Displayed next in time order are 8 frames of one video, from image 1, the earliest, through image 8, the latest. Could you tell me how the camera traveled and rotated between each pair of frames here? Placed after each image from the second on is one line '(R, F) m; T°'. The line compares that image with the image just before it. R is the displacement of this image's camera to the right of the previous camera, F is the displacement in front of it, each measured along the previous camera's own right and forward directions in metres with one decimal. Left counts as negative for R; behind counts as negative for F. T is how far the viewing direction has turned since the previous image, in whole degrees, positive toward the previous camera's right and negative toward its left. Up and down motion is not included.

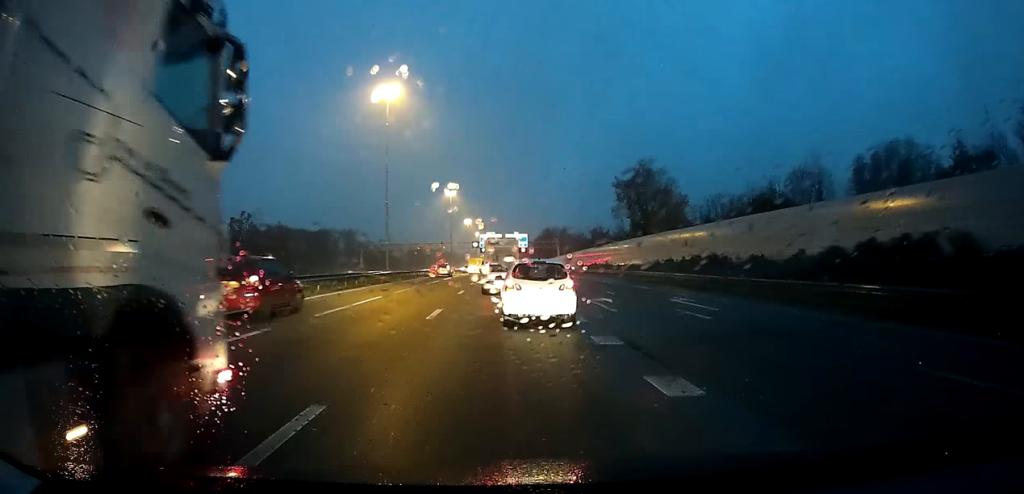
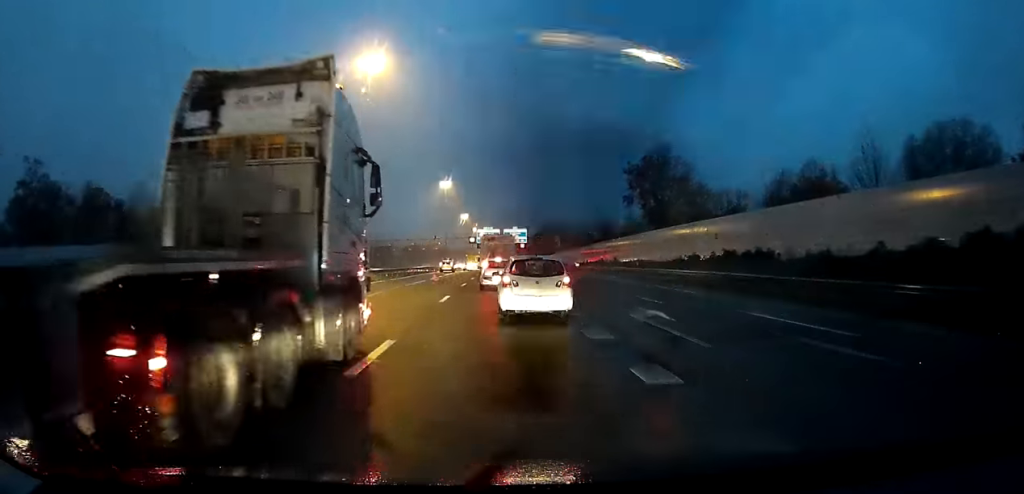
(0.0, +8.2) m; 0°
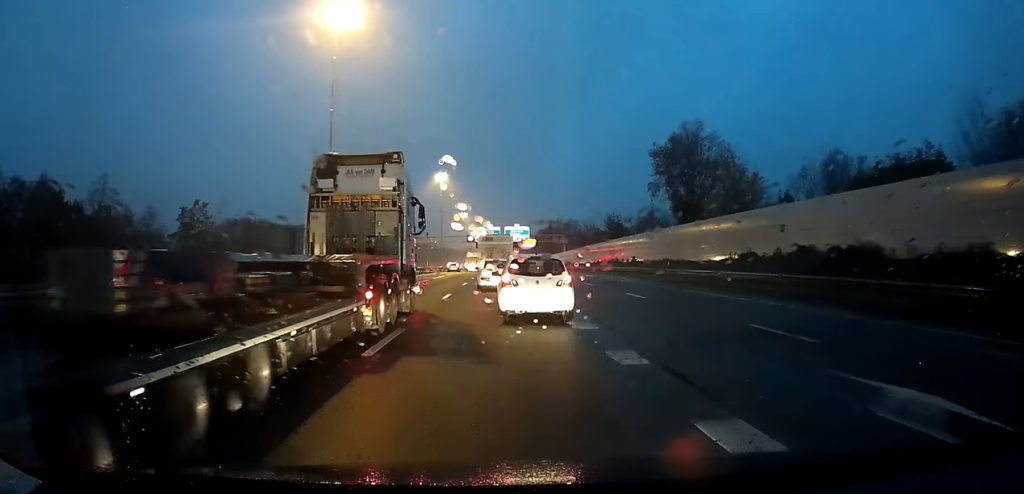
(-0.2, +11.2) m; -1°
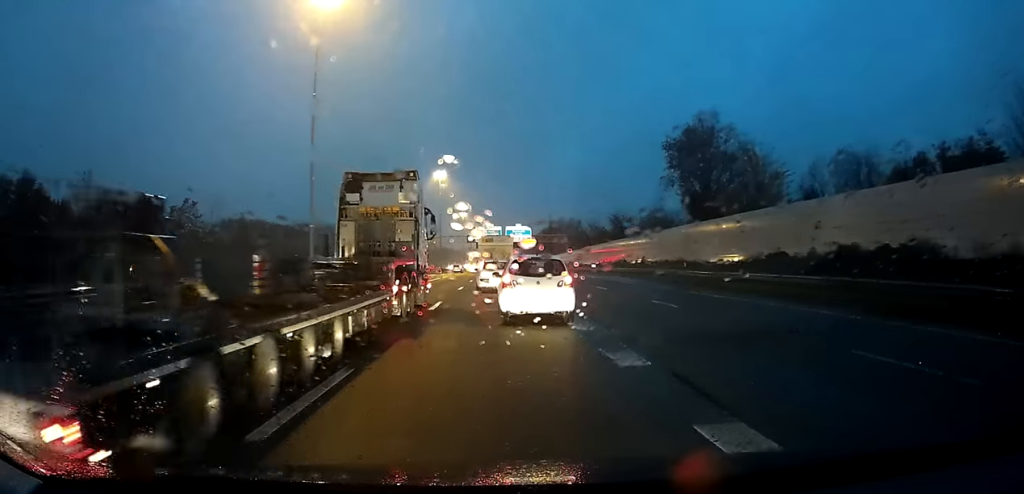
(+0.2, +4.2) m; +2°
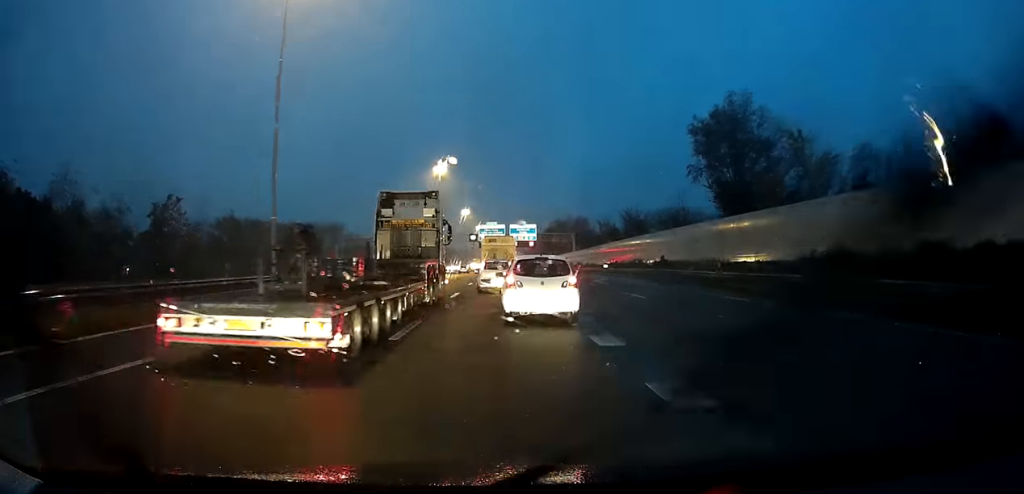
(+0.2, +6.7) m; -1°
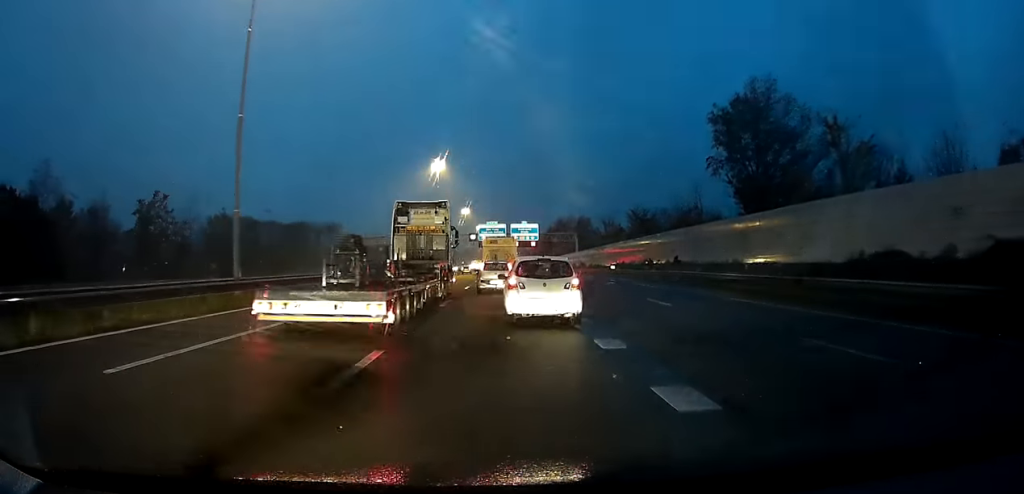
(0.0, +4.6) m; -2°
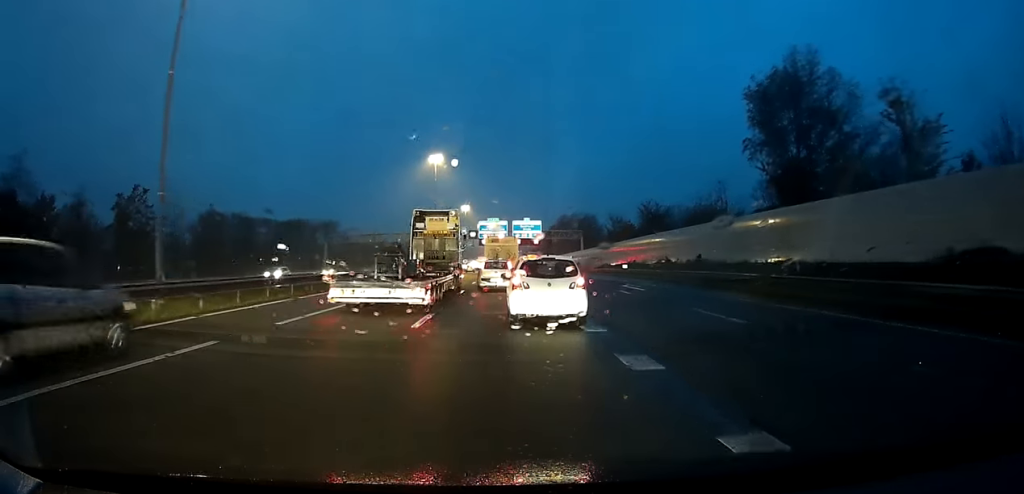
(-0.3, +6.5) m; 0°
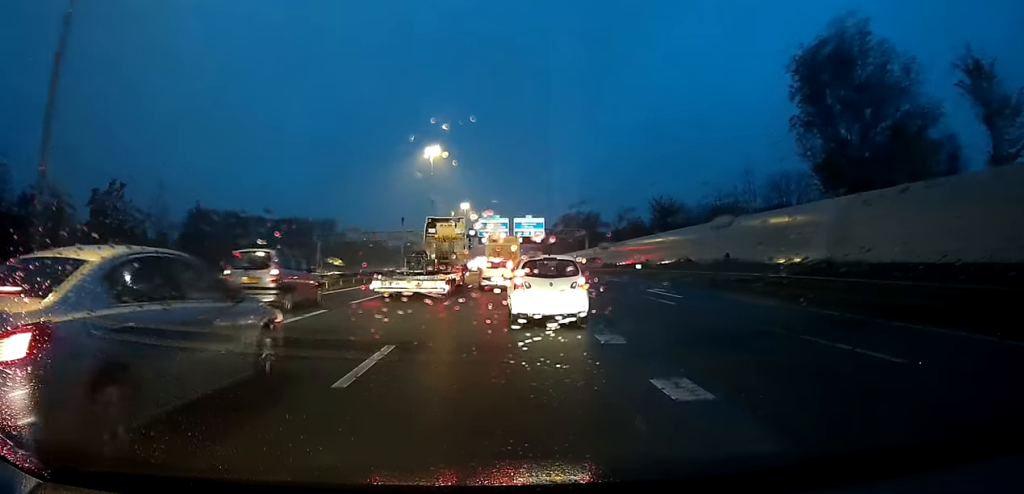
(+0.3, +6.2) m; -1°
